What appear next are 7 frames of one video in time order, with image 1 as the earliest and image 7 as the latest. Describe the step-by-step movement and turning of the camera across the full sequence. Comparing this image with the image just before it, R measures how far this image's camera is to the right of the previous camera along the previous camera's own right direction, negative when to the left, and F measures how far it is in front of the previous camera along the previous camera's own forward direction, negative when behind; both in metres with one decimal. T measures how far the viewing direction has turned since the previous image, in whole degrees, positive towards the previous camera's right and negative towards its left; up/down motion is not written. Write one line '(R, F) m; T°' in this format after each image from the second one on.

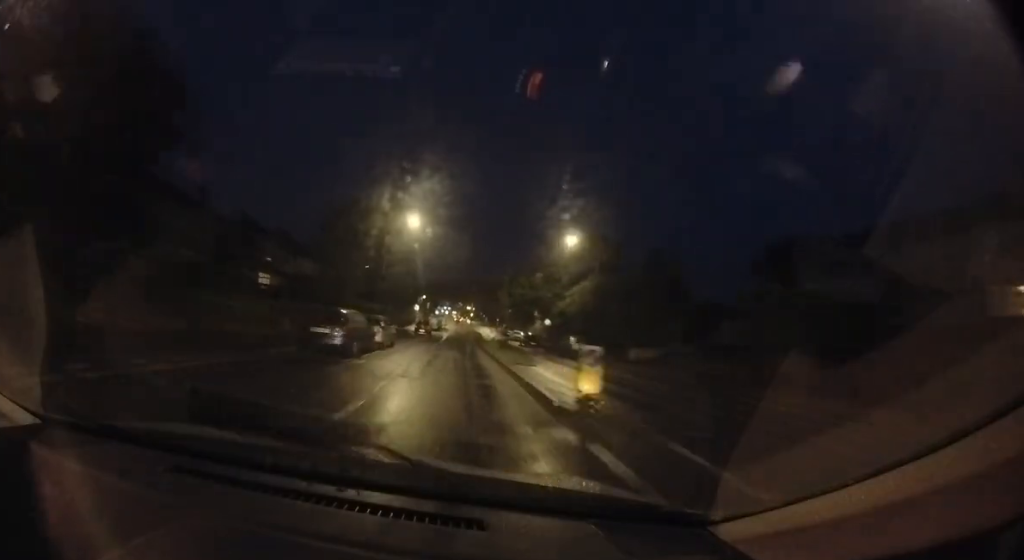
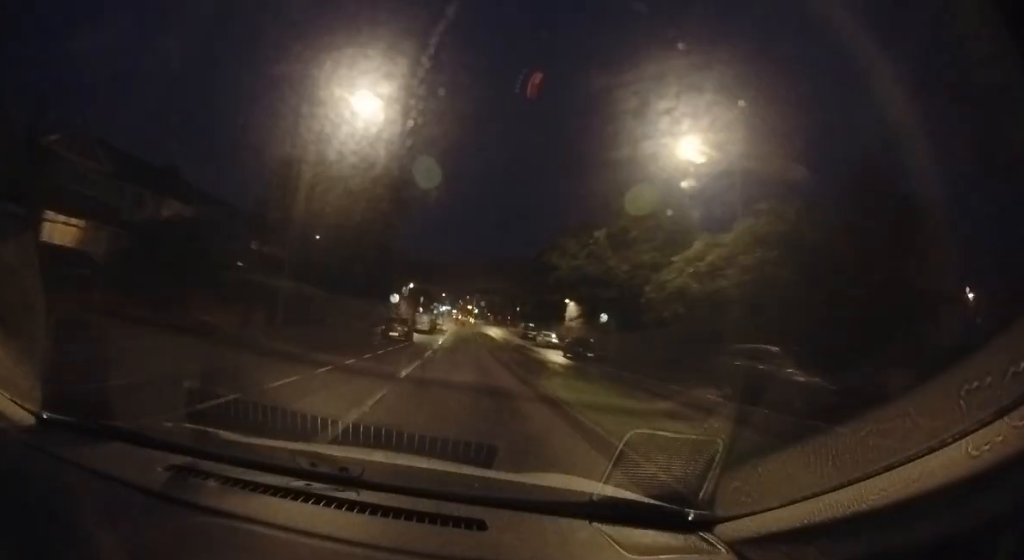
(-0.2, +18.0) m; -1°
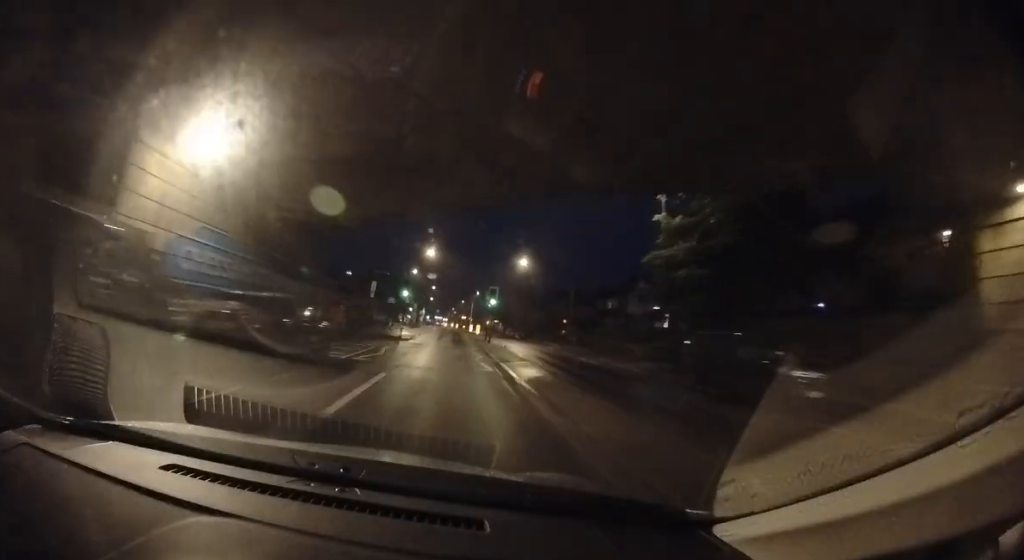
(+0.1, +38.0) m; +1°
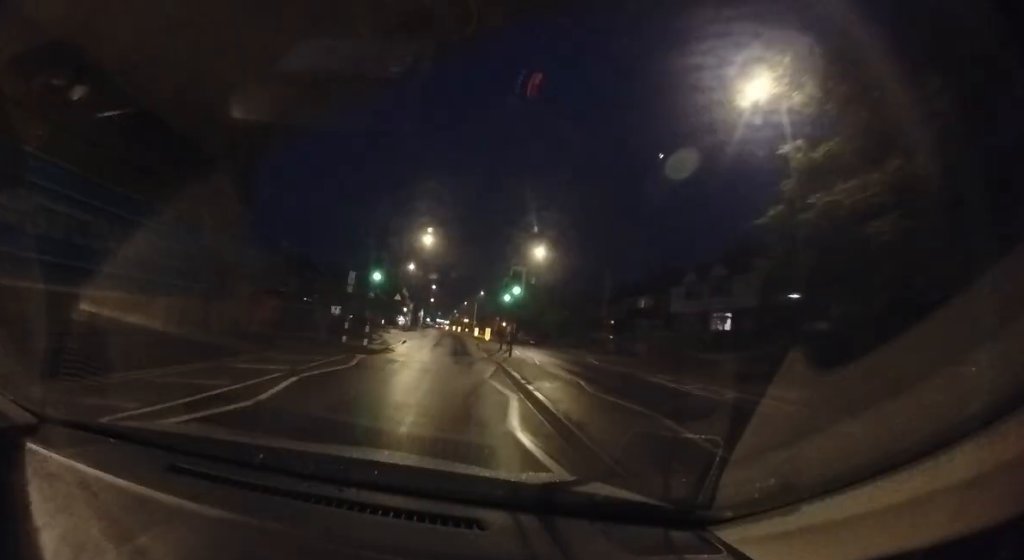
(0.0, +8.5) m; 0°
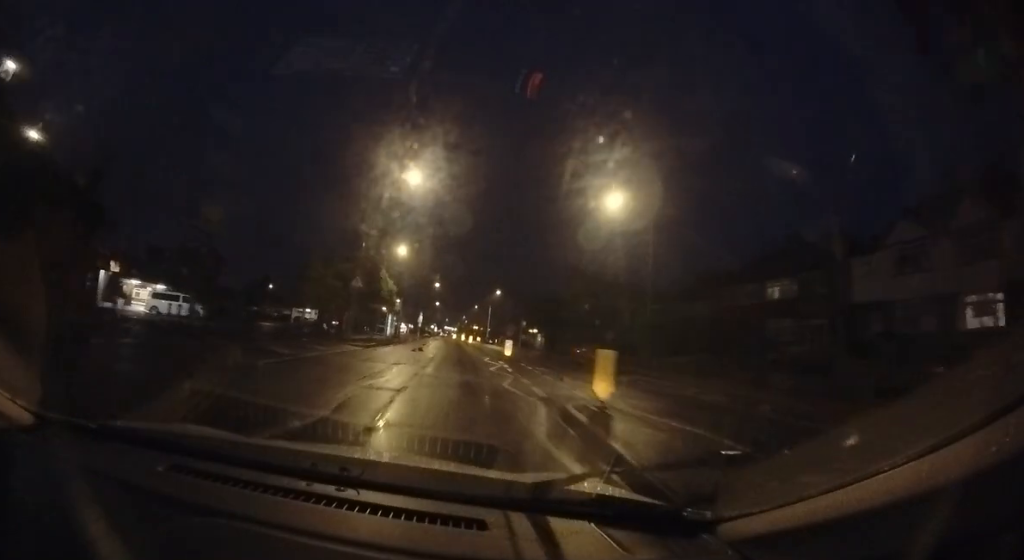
(-0.1, +18.3) m; -1°
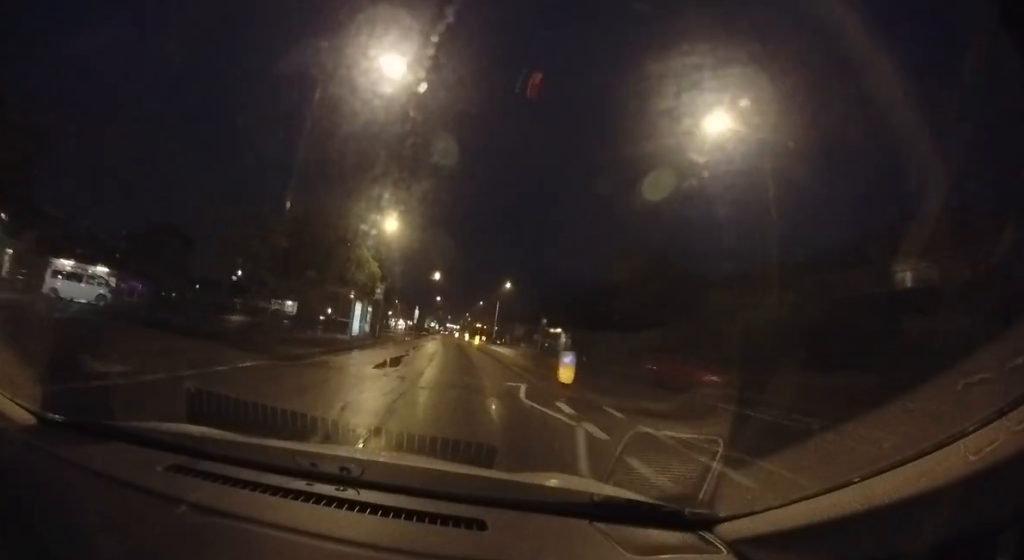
(-0.1, +9.7) m; -1°
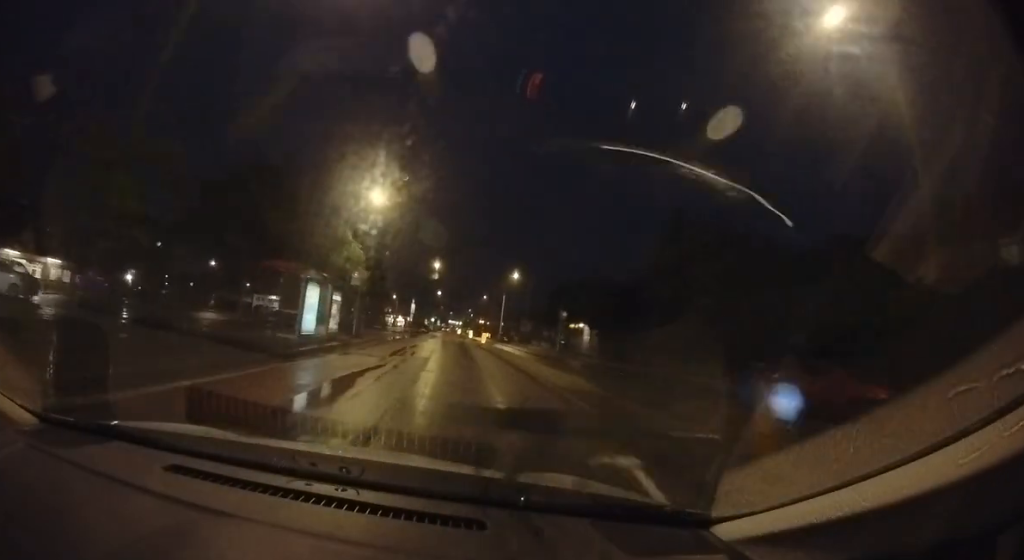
(0.0, +6.2) m; 0°
